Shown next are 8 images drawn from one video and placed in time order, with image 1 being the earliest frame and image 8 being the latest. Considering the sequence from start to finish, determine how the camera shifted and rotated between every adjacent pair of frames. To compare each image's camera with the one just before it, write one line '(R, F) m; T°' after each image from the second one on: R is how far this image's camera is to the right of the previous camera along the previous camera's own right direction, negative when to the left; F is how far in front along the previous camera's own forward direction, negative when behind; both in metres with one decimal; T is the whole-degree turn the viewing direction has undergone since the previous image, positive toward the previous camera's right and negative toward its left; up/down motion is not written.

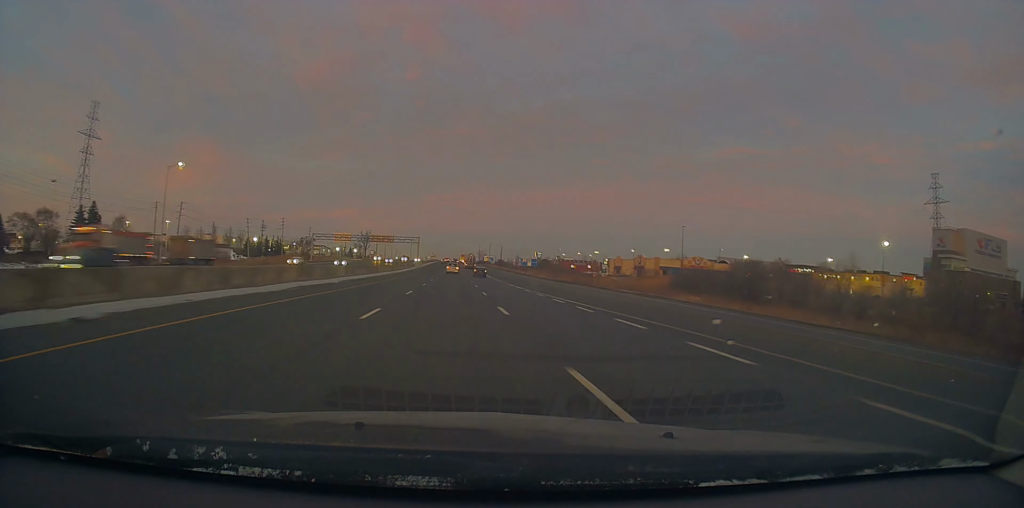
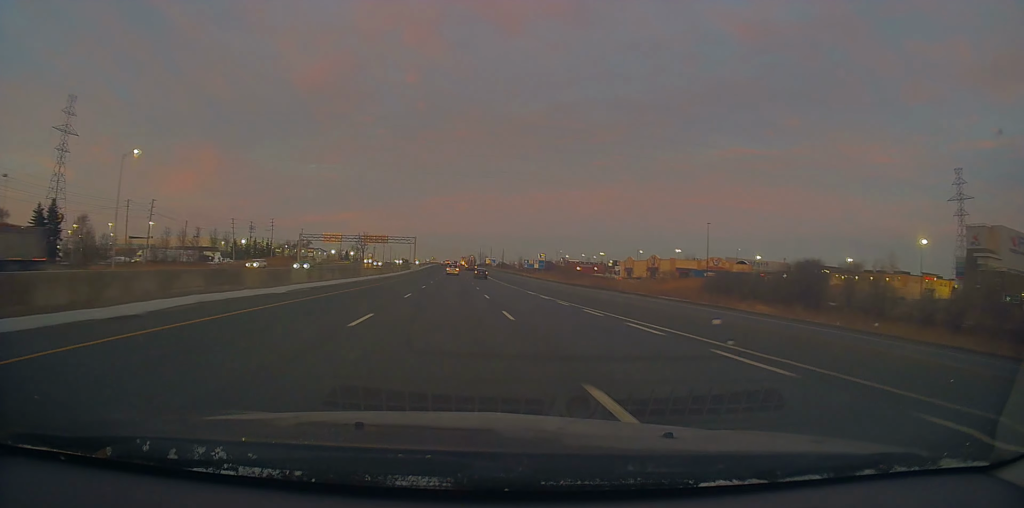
(-0.4, +13.6) m; 0°
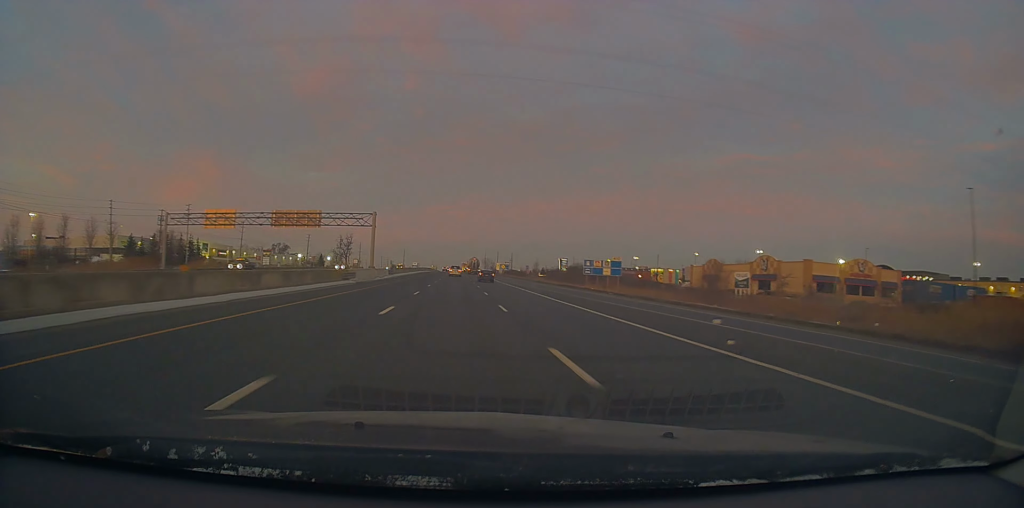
(-0.3, +70.3) m; 0°
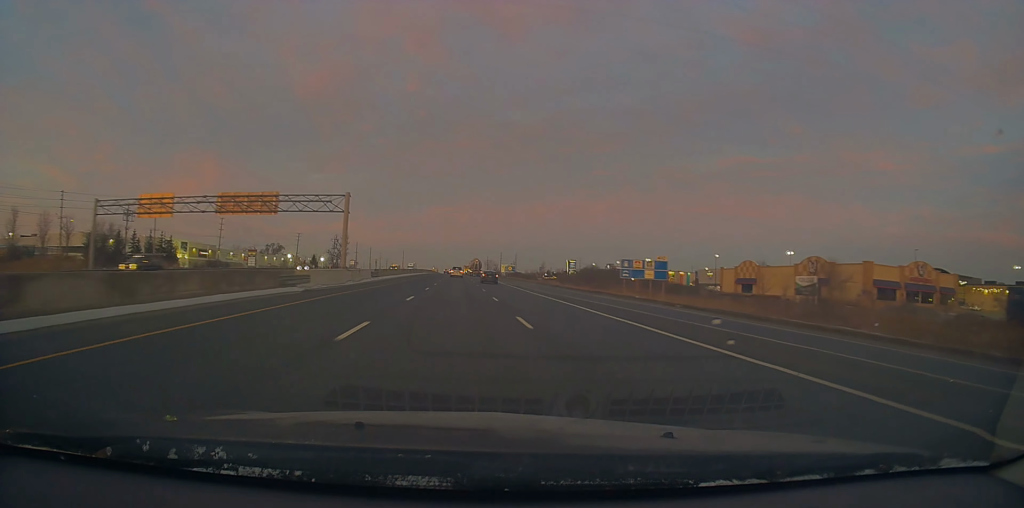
(0.0, +17.6) m; 0°
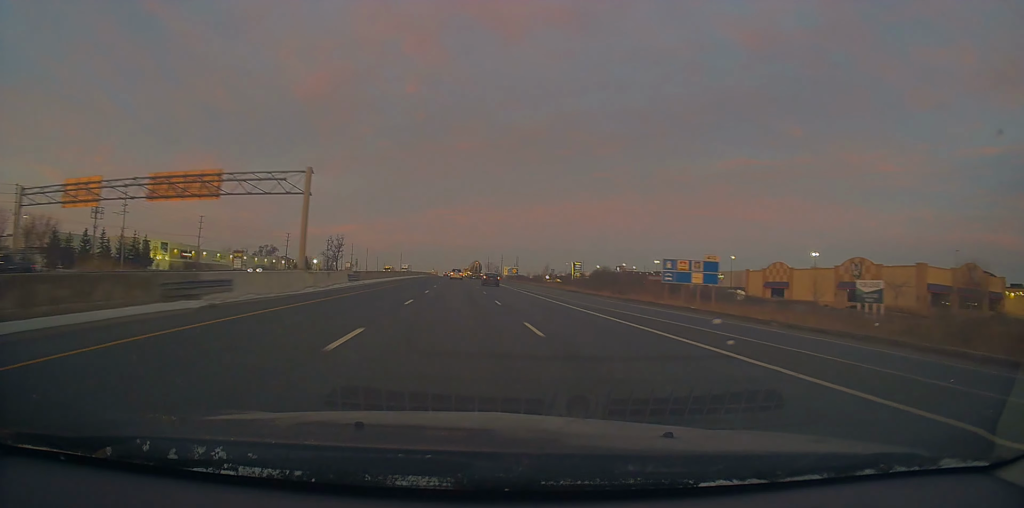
(0.0, +13.2) m; 0°
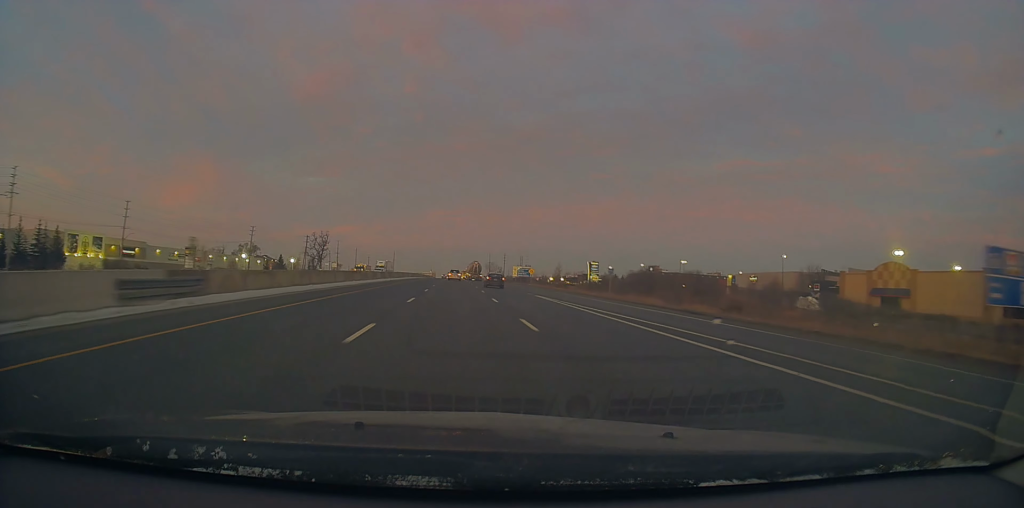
(-0.3, +35.4) m; 0°
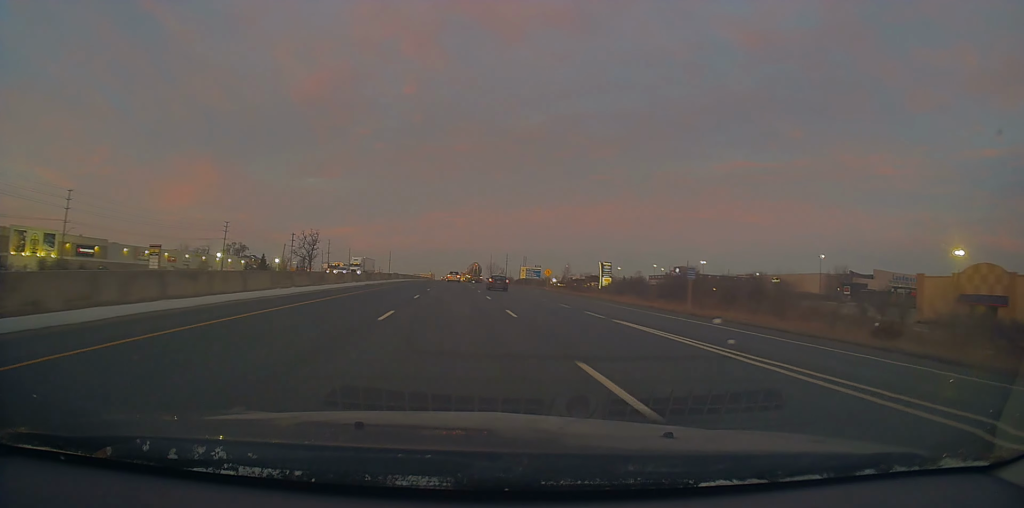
(-0.1, +20.0) m; 0°
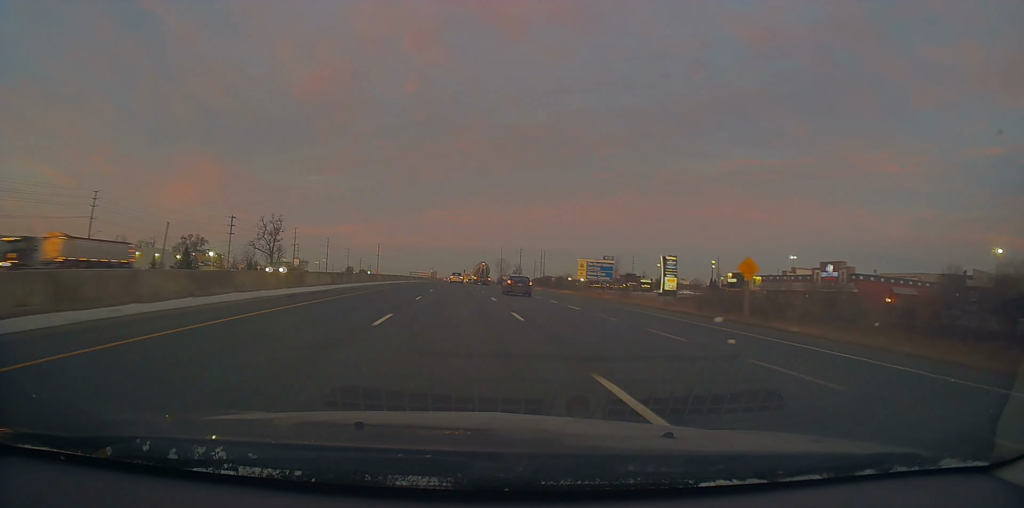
(+0.9, +62.2) m; +1°
